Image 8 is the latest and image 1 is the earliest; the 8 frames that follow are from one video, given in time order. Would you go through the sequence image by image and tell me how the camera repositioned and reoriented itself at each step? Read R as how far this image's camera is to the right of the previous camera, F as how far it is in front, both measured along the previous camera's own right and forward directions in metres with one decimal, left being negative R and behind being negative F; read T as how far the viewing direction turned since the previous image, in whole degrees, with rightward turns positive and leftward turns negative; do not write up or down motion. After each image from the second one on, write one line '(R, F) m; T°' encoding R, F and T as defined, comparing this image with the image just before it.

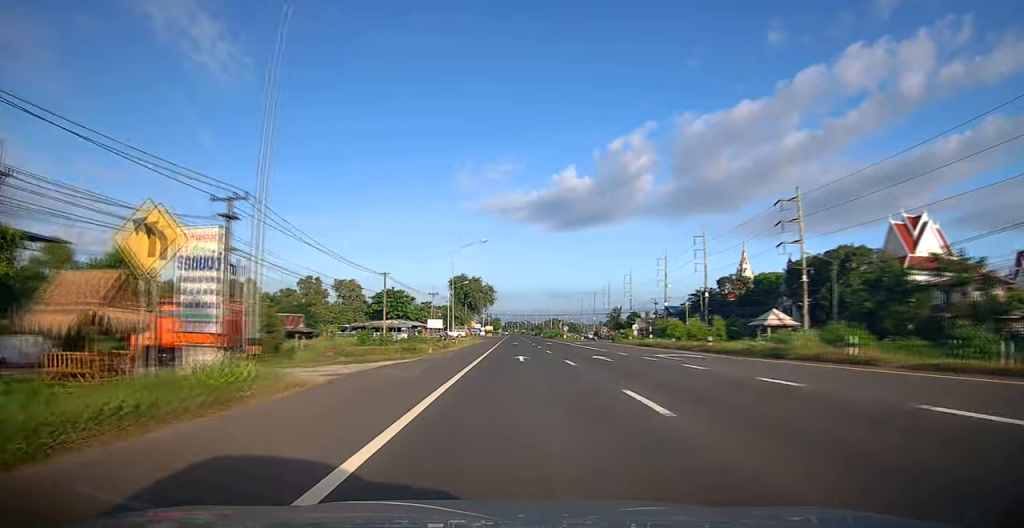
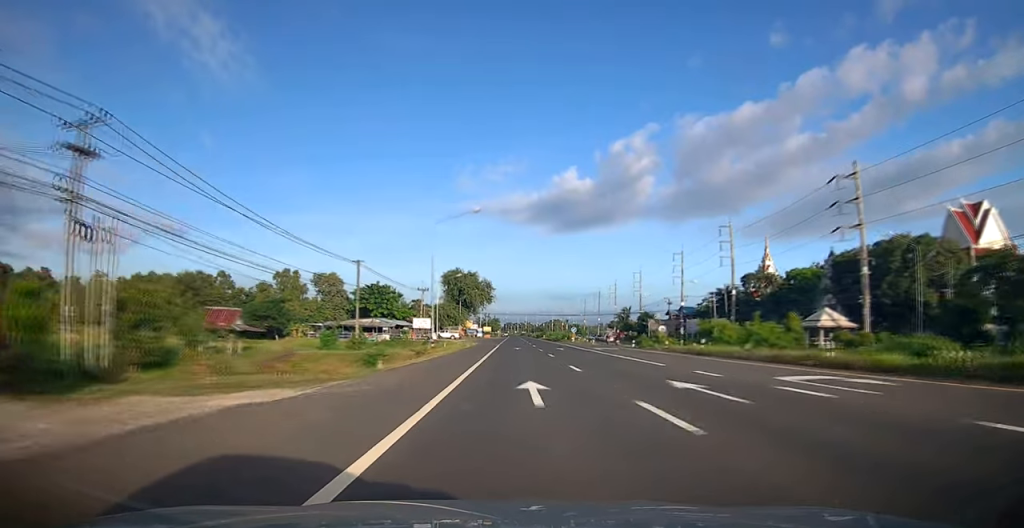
(-0.2, +13.2) m; 0°
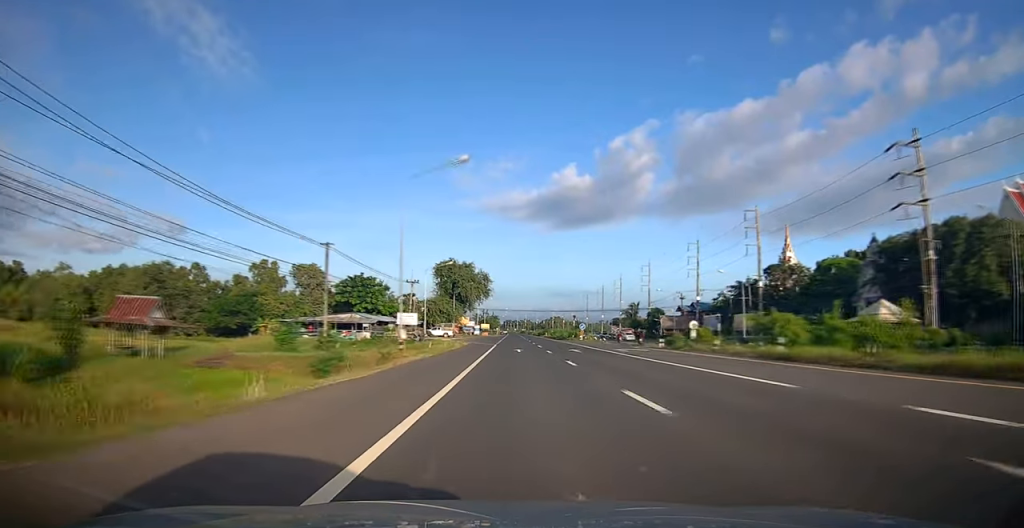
(-0.2, +10.9) m; 0°
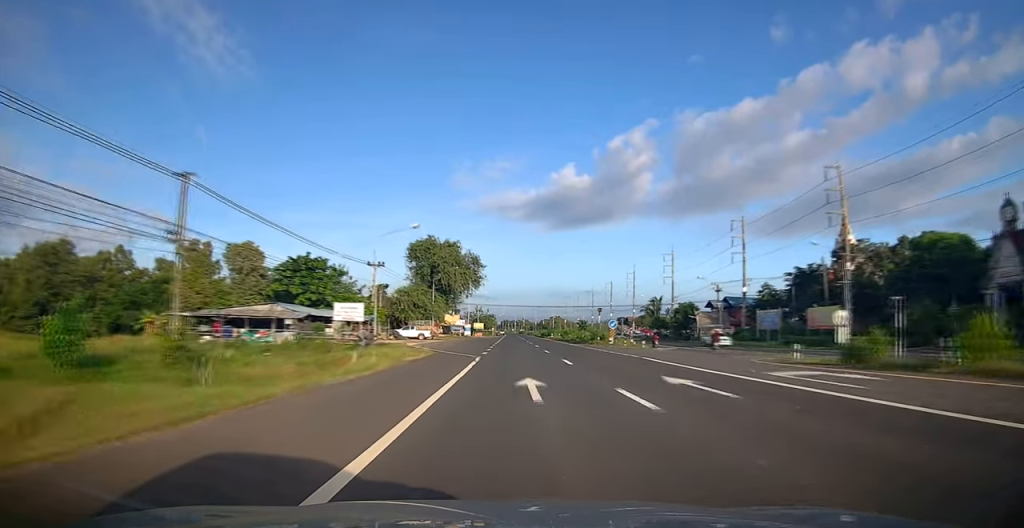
(+0.4, +23.7) m; +1°
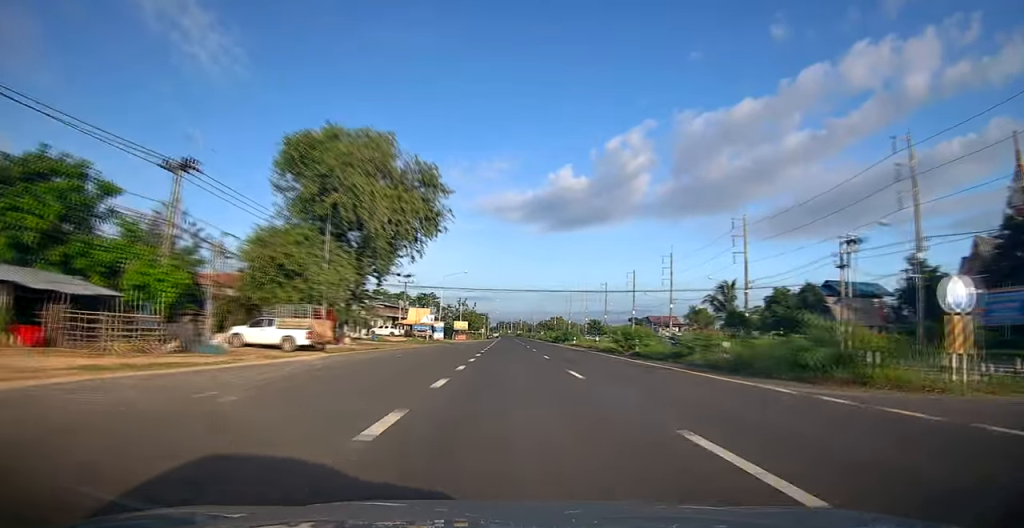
(+0.4, +41.8) m; +1°
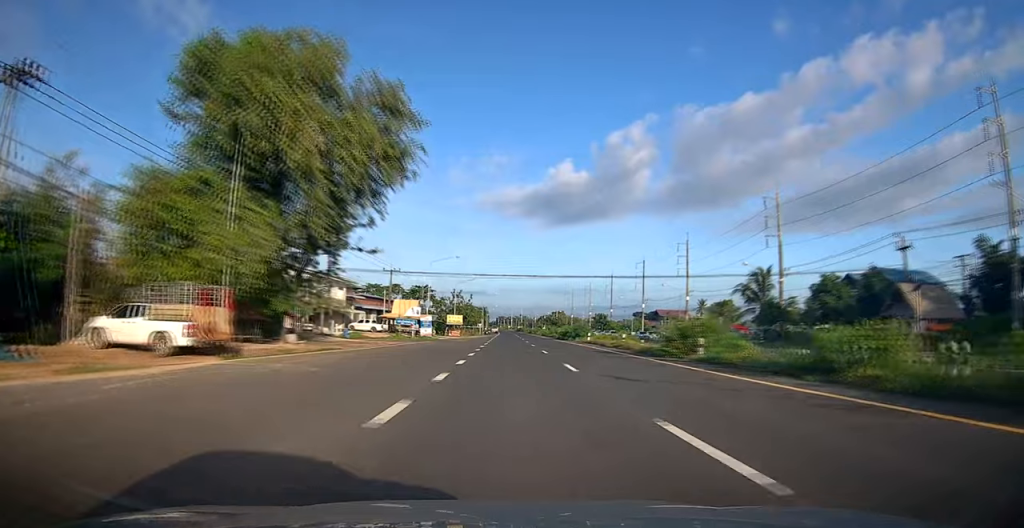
(-0.3, +11.3) m; 0°
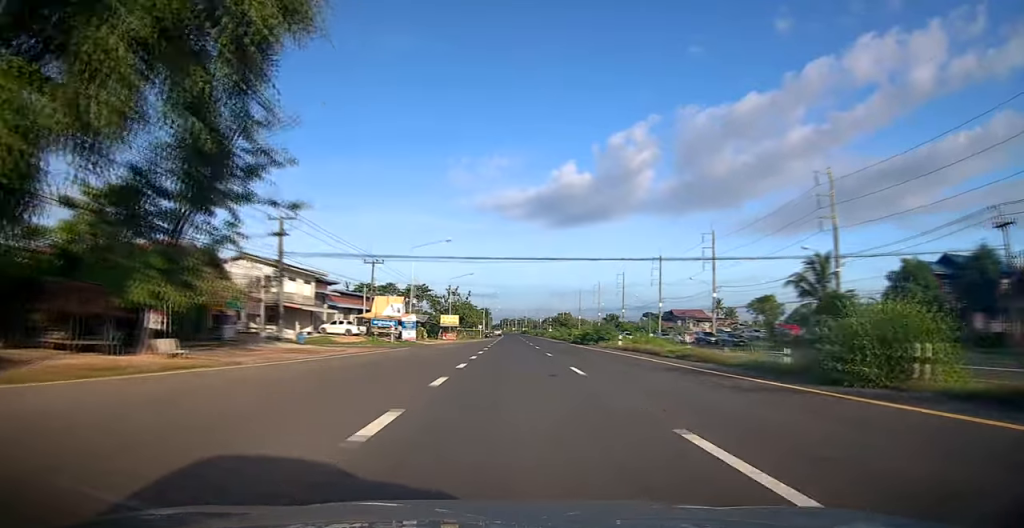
(+0.3, +12.9) m; 0°
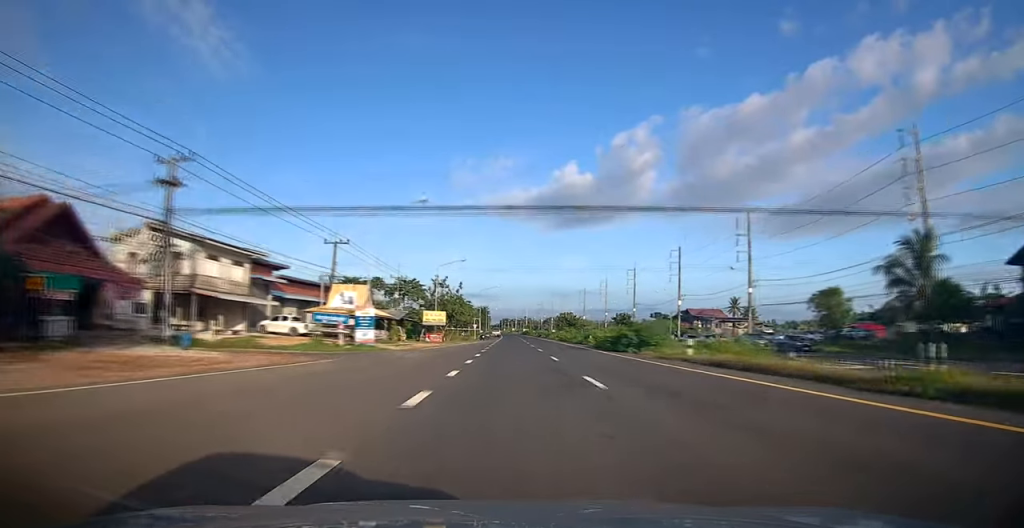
(+0.1, +15.3) m; -1°
